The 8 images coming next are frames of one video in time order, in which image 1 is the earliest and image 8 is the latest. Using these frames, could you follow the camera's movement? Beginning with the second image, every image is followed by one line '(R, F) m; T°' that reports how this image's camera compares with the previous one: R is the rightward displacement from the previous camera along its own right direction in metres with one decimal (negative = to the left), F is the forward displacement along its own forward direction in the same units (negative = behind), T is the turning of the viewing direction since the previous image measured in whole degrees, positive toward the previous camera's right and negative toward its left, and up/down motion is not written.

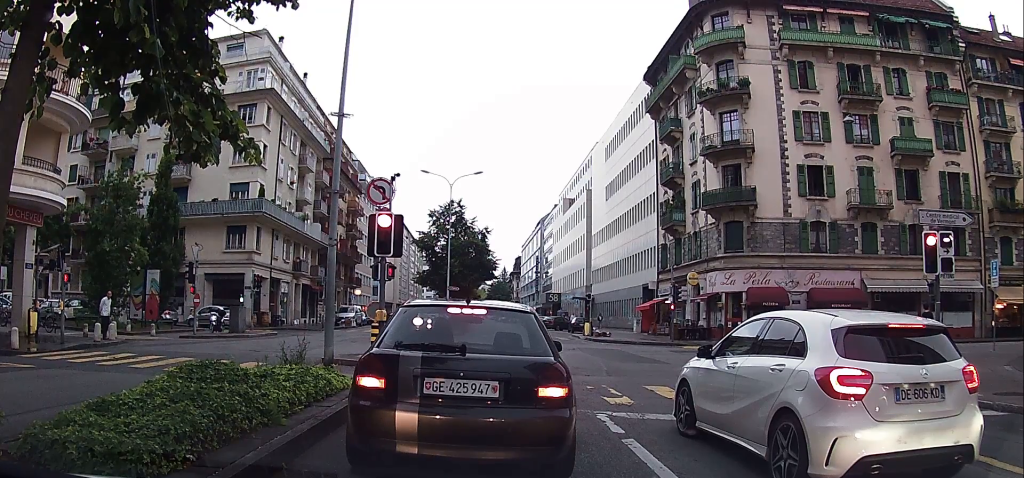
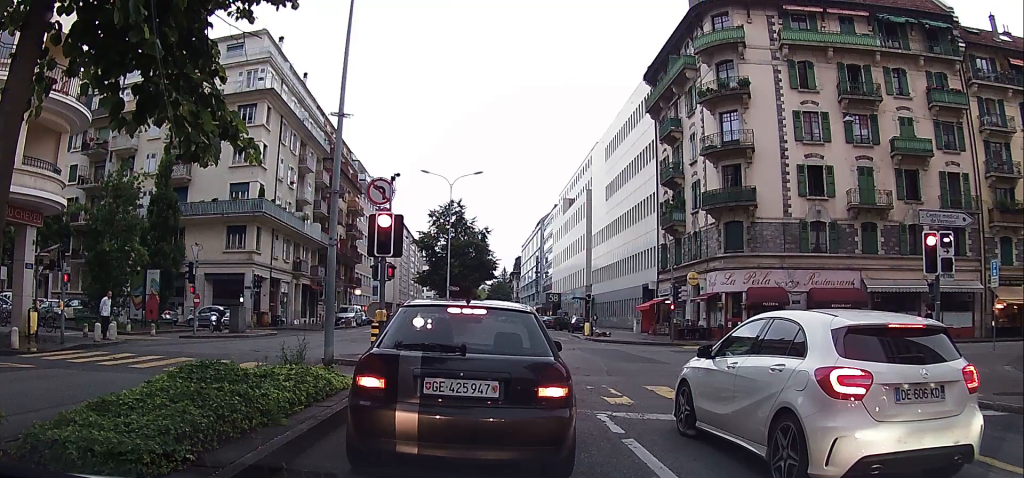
(0.0, 0.0) m; 0°
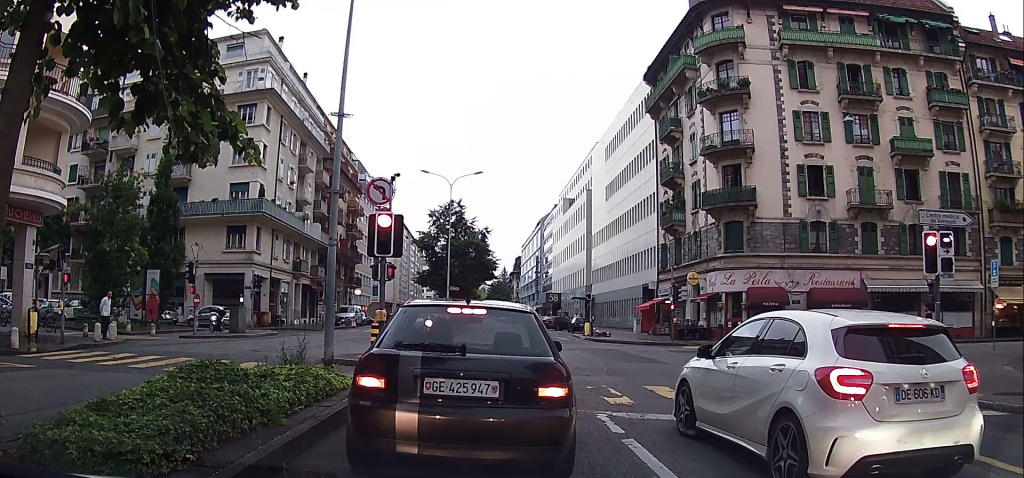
(0.0, 0.0) m; 0°
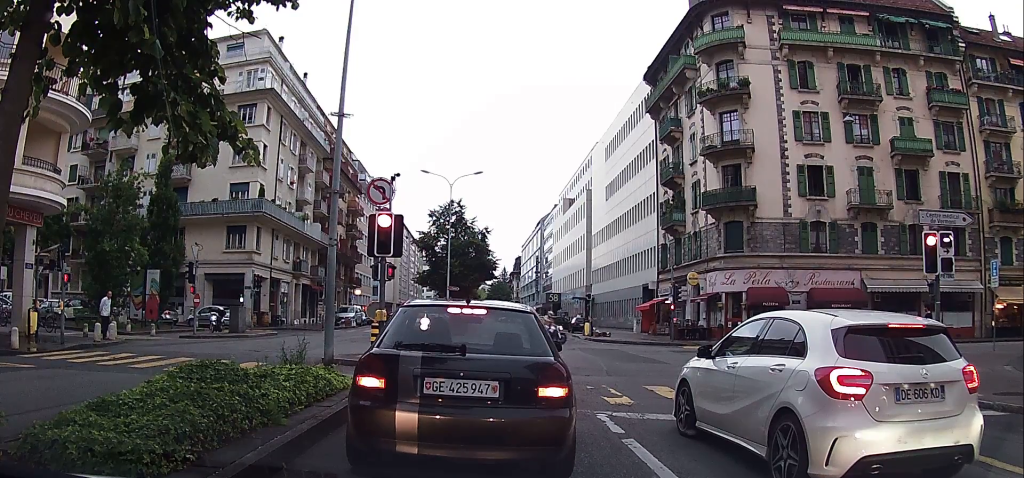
(0.0, 0.0) m; 0°
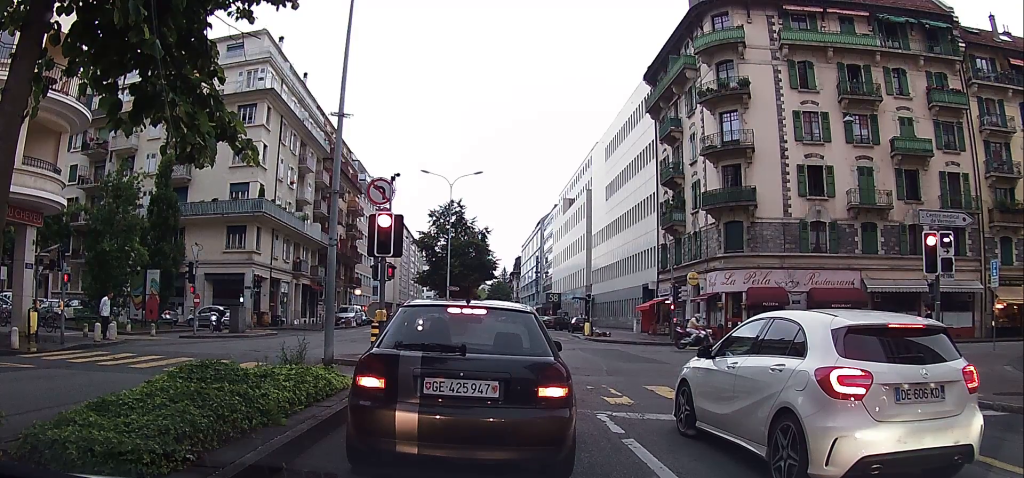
(0.0, 0.0) m; 0°
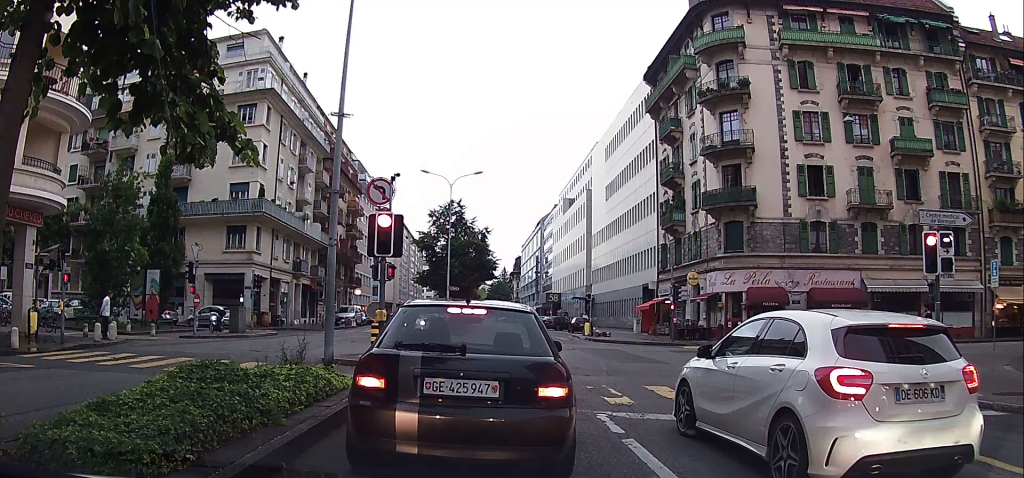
(0.0, 0.0) m; 0°
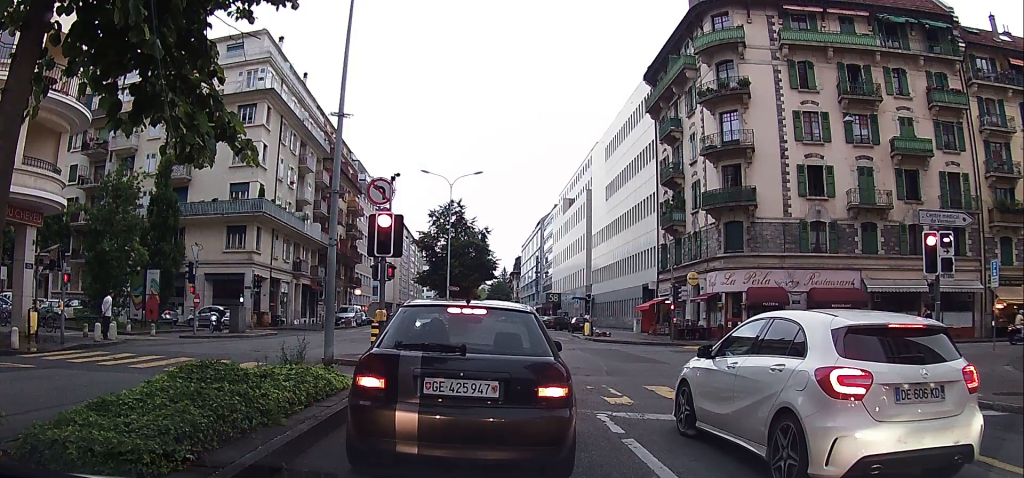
(0.0, 0.0) m; 0°
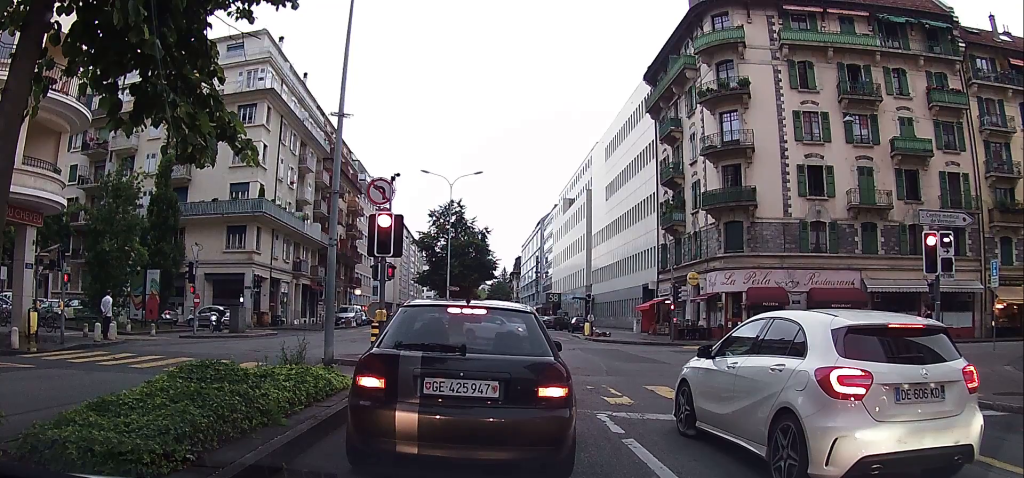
(0.0, 0.0) m; 0°
